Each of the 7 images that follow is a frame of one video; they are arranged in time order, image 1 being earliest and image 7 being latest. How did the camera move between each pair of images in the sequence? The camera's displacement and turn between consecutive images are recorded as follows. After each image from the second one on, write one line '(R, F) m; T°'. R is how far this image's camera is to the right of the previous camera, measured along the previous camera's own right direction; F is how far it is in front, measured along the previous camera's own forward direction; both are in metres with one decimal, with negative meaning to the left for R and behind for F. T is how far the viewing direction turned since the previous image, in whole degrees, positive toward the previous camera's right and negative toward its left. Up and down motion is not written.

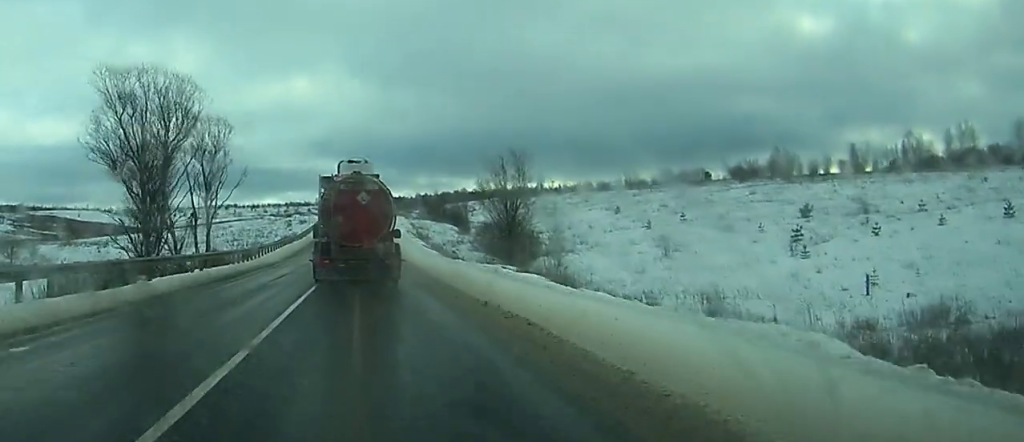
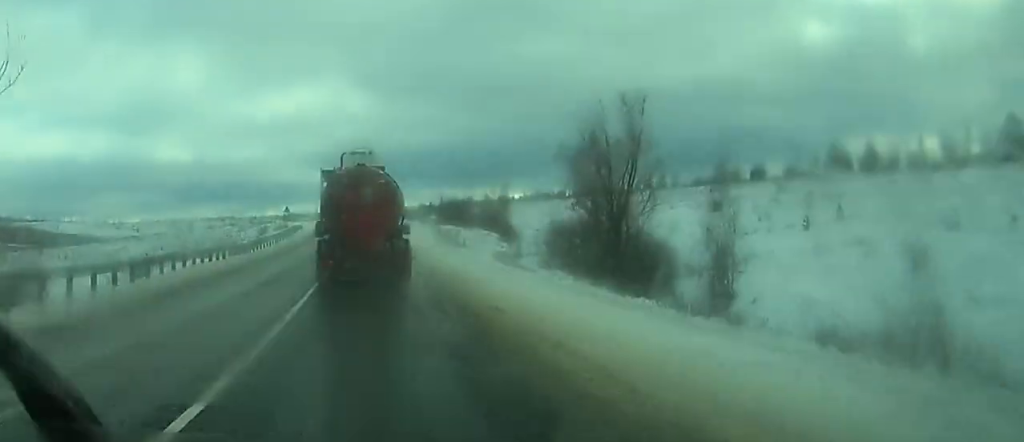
(0.0, +44.8) m; +1°
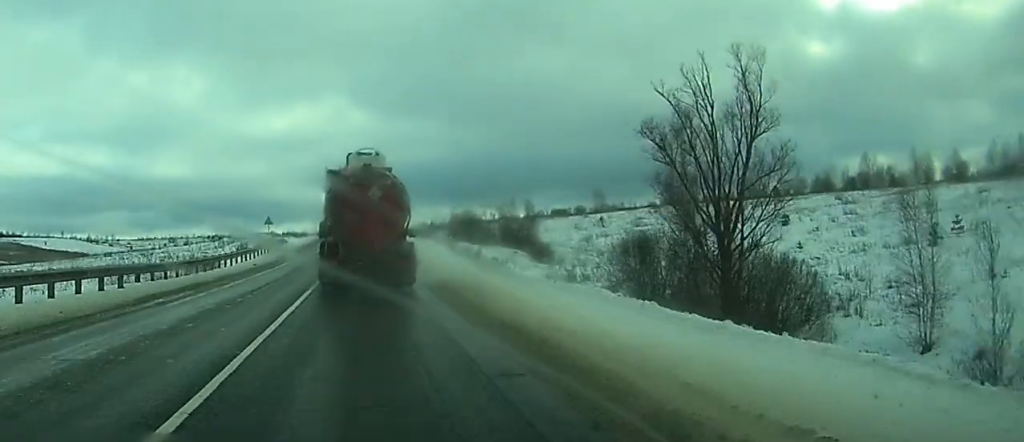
(+0.3, +19.5) m; +1°
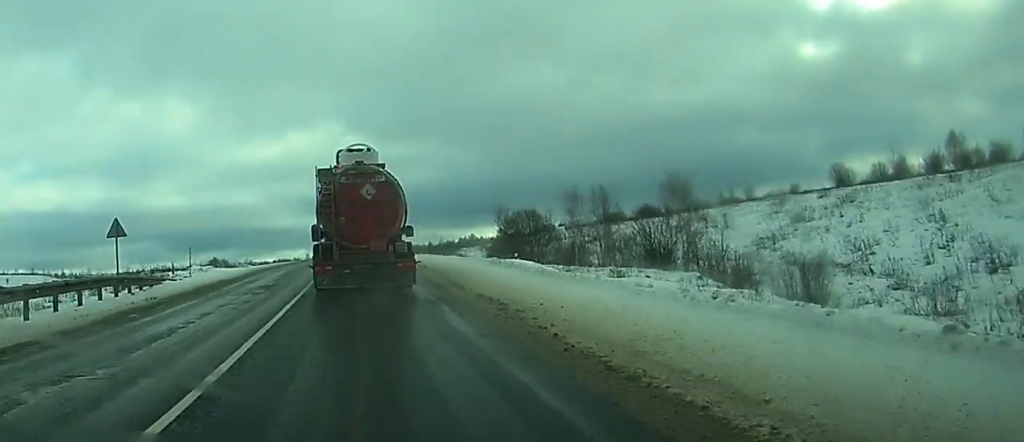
(-2.1, +50.1) m; -3°
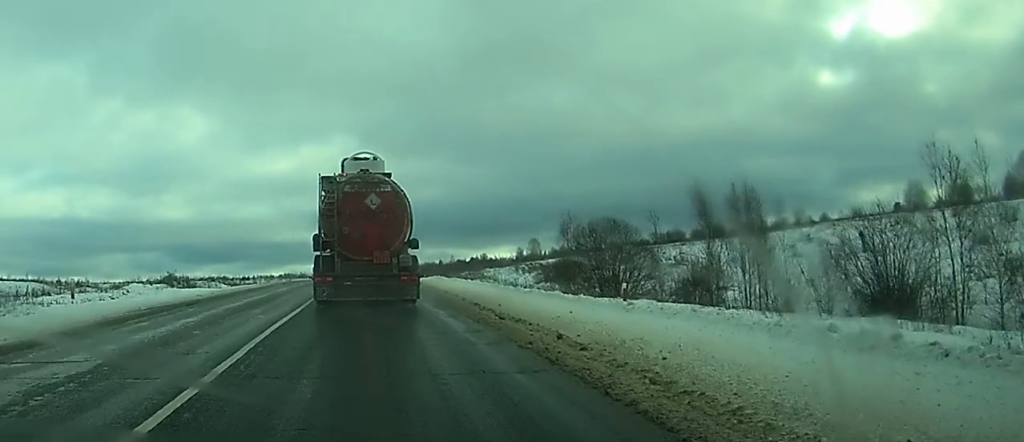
(+0.7, +24.0) m; +2°
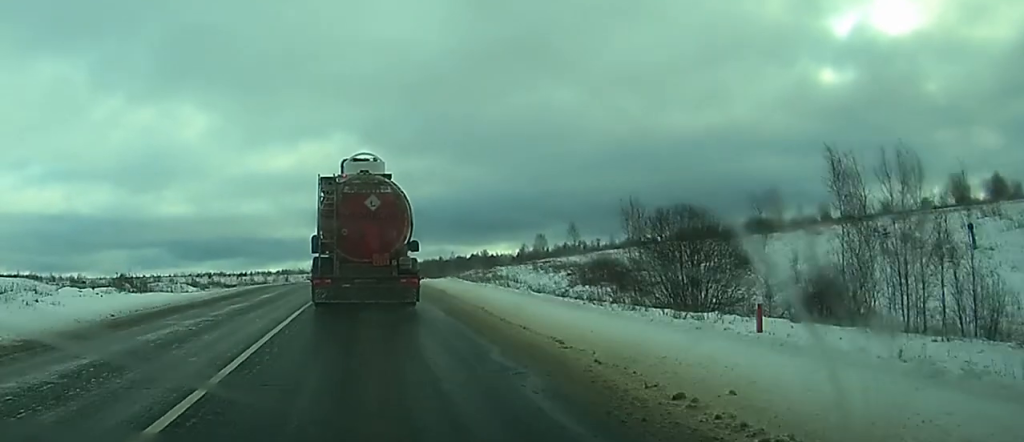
(0.0, +13.4) m; 0°
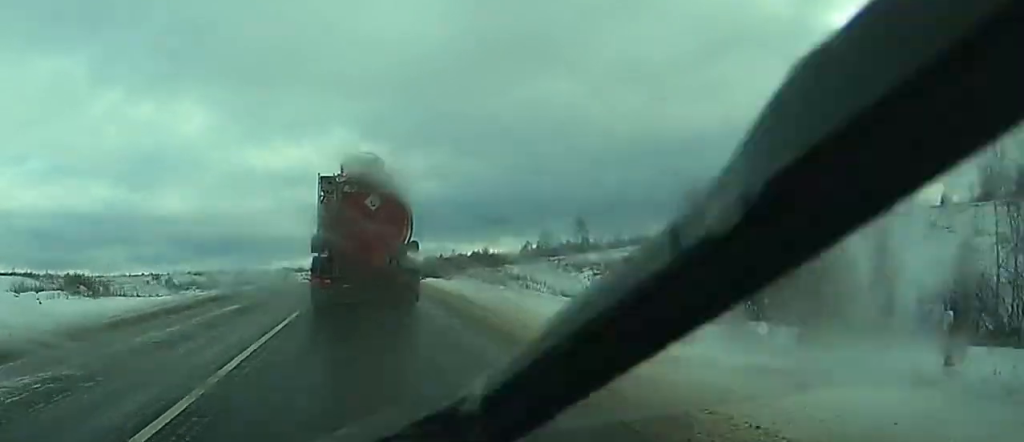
(0.0, +8.8) m; 0°
